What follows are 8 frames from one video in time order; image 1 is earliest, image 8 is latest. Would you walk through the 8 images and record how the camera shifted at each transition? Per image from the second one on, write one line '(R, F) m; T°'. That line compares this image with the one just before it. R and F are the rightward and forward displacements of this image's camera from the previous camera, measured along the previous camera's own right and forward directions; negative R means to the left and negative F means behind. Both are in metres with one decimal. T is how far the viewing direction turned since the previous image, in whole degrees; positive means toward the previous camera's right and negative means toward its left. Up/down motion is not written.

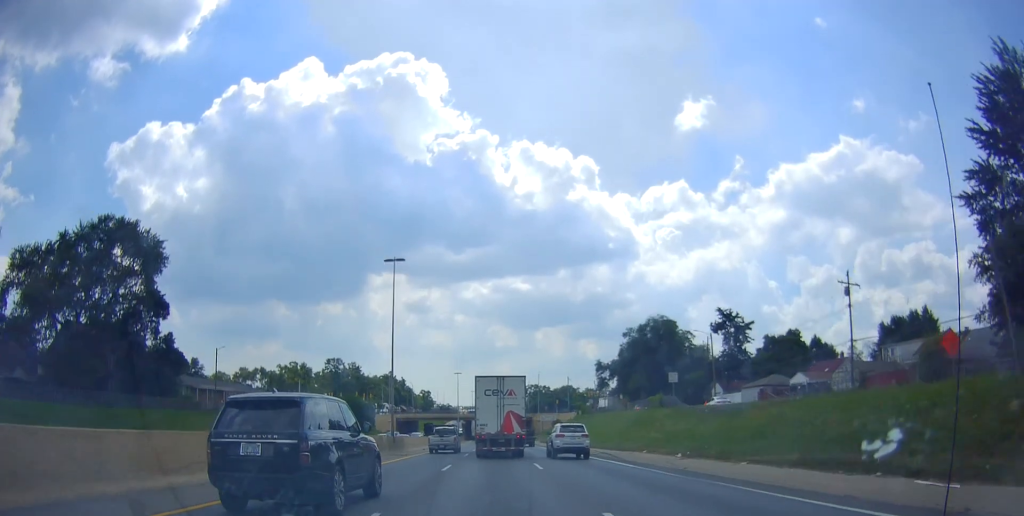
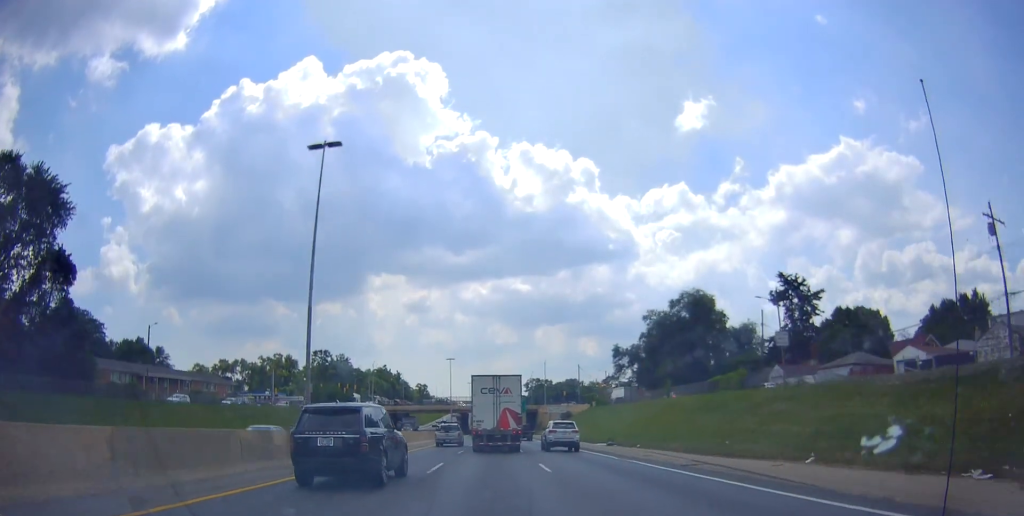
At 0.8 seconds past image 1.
(-0.1, +19.2) m; -1°
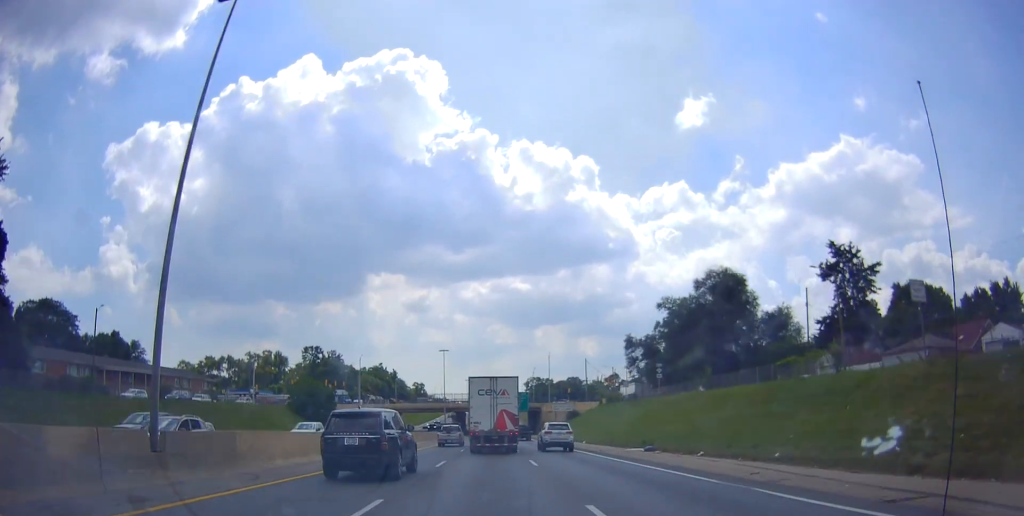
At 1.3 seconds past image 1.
(-0.2, +11.2) m; 0°
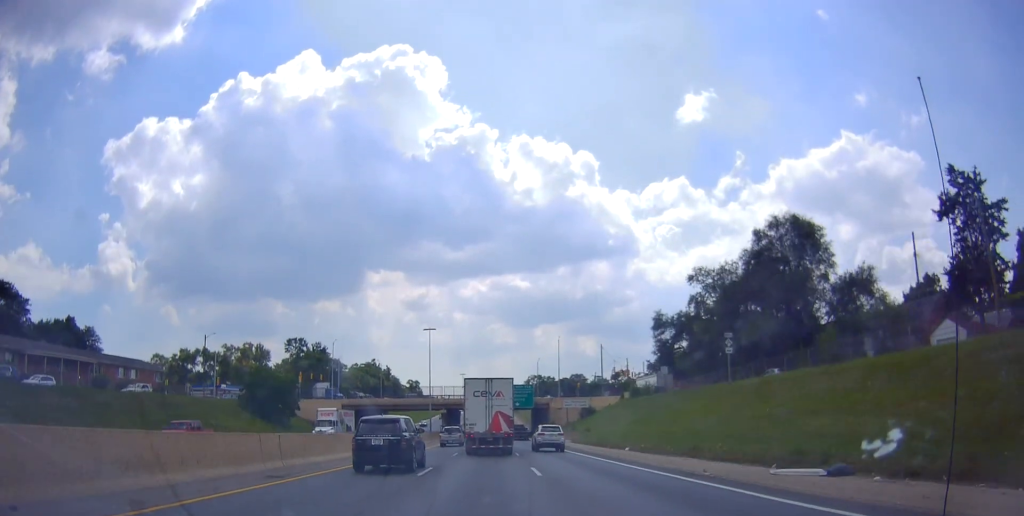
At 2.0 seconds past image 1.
(+0.1, +18.5) m; 0°
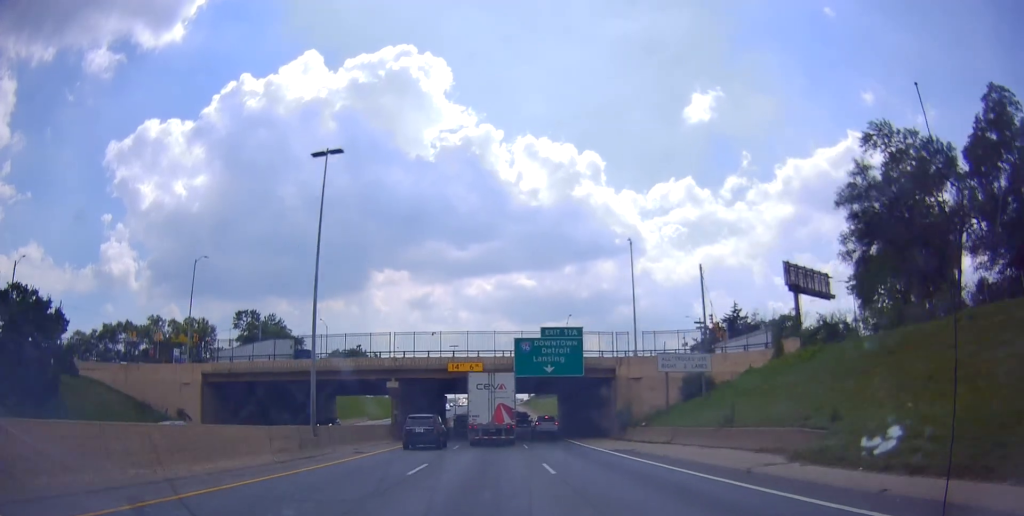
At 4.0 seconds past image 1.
(-0.4, +47.8) m; 0°
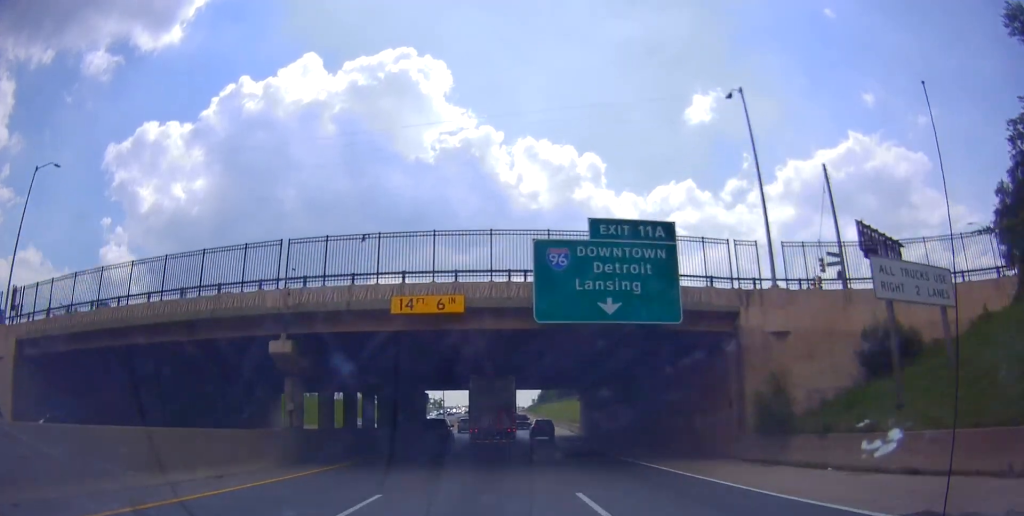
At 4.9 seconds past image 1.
(+0.1, +22.8) m; 0°
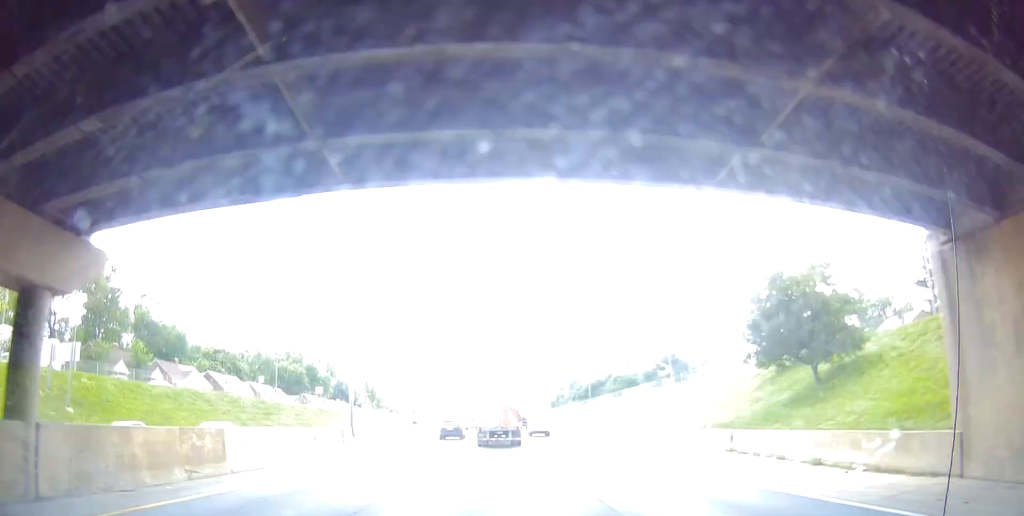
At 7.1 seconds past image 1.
(+0.3, +52.5) m; +1°
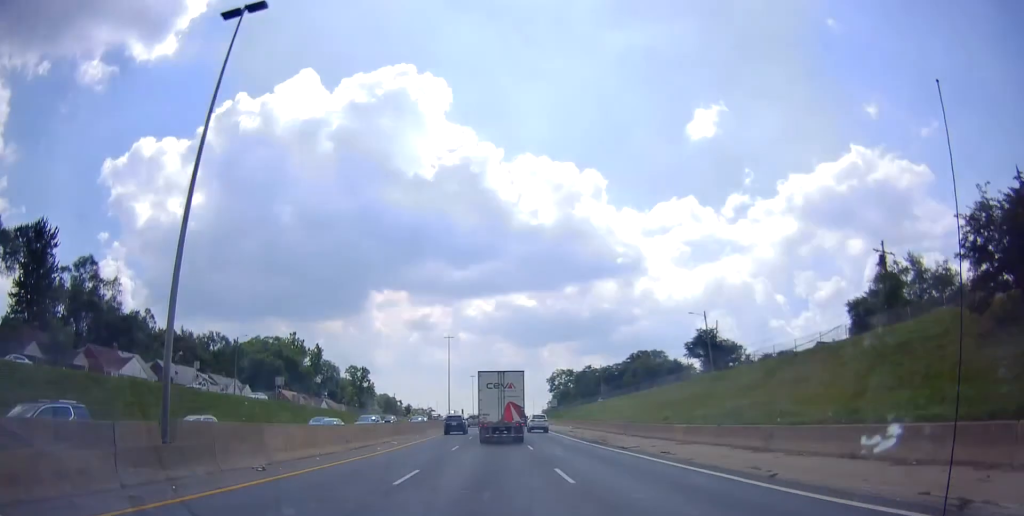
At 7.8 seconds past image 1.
(-0.1, +18.1) m; 0°
